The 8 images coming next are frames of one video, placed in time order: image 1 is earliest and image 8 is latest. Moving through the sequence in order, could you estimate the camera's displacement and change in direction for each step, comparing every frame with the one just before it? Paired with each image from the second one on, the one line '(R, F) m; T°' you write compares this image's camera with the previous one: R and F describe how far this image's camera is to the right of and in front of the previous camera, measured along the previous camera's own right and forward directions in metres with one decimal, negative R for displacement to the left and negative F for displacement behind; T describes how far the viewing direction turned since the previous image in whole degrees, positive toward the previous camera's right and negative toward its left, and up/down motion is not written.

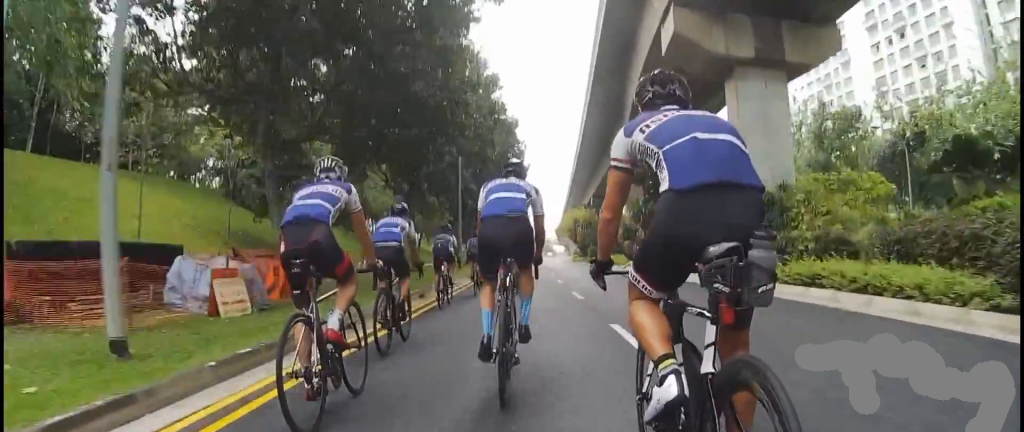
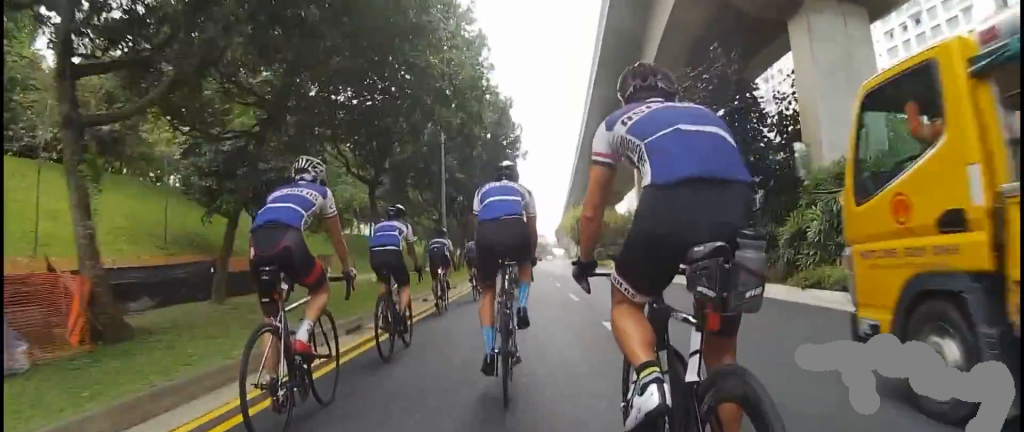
(+0.2, +5.4) m; +5°
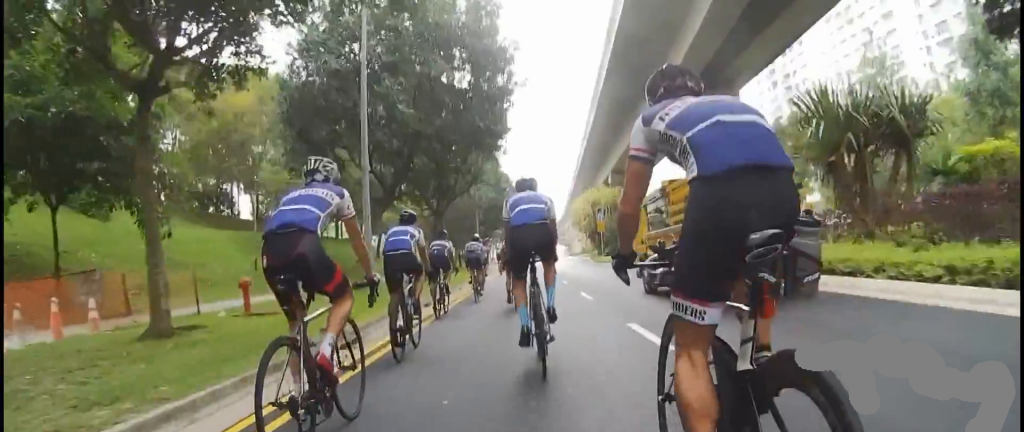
(+0.2, +12.9) m; -1°
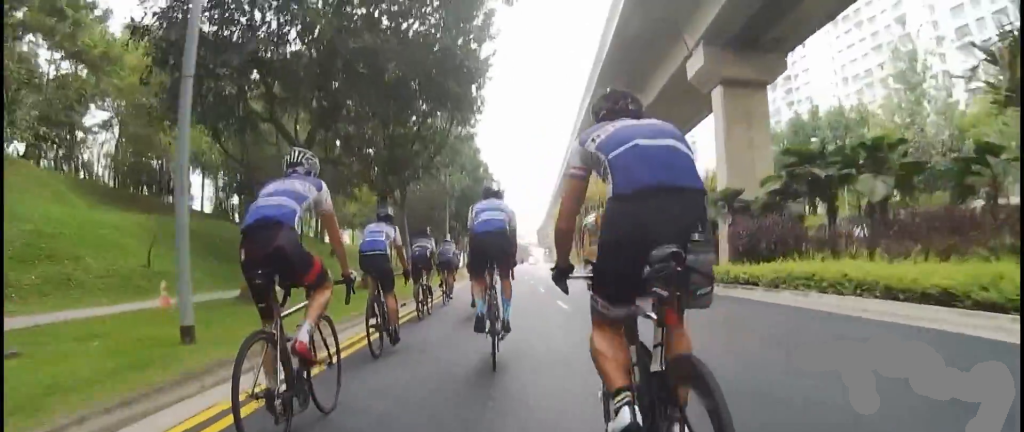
(-0.1, +6.4) m; +2°
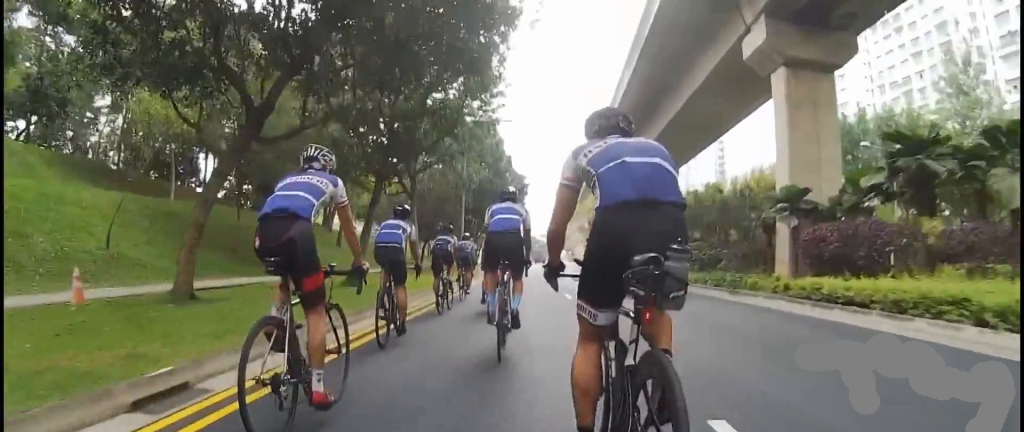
(-0.1, +3.1) m; +3°
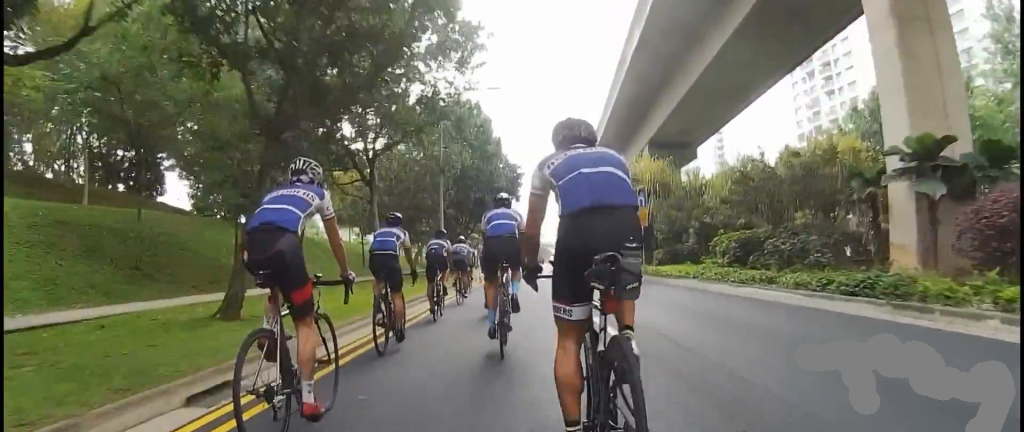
(+0.5, +5.8) m; +2°
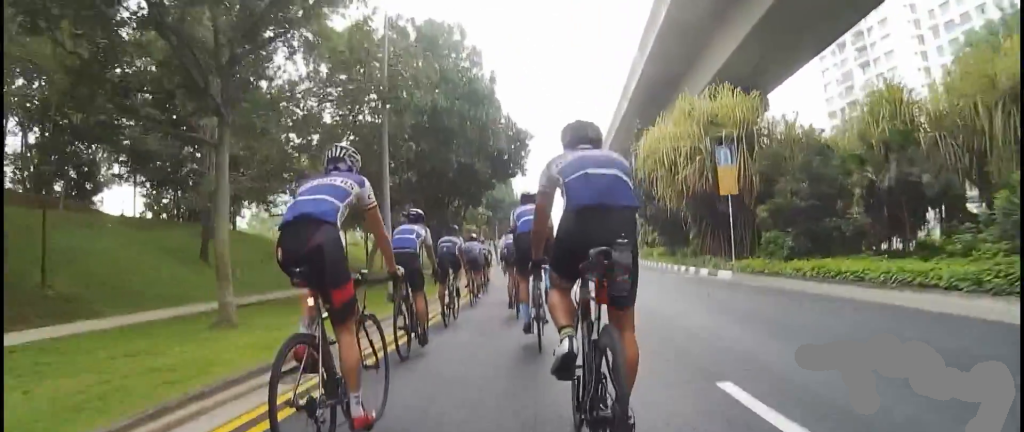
(-0.4, +9.6) m; -8°
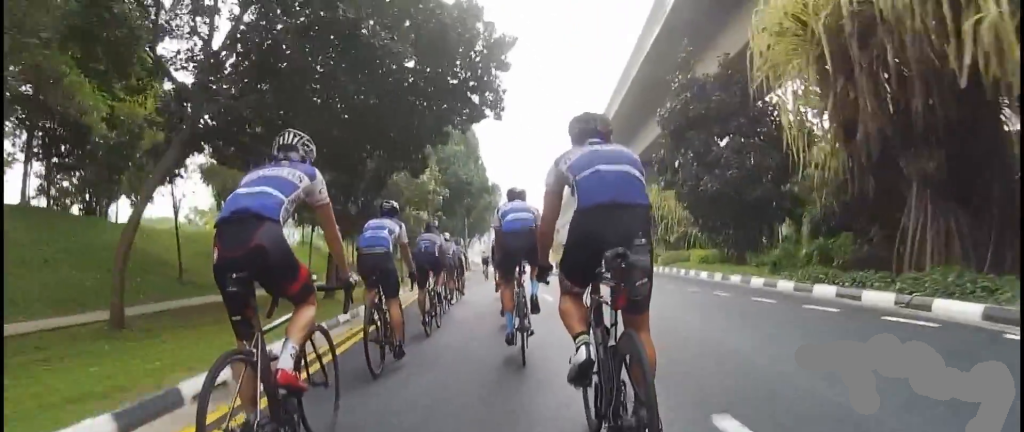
(-0.4, +10.8) m; -2°
